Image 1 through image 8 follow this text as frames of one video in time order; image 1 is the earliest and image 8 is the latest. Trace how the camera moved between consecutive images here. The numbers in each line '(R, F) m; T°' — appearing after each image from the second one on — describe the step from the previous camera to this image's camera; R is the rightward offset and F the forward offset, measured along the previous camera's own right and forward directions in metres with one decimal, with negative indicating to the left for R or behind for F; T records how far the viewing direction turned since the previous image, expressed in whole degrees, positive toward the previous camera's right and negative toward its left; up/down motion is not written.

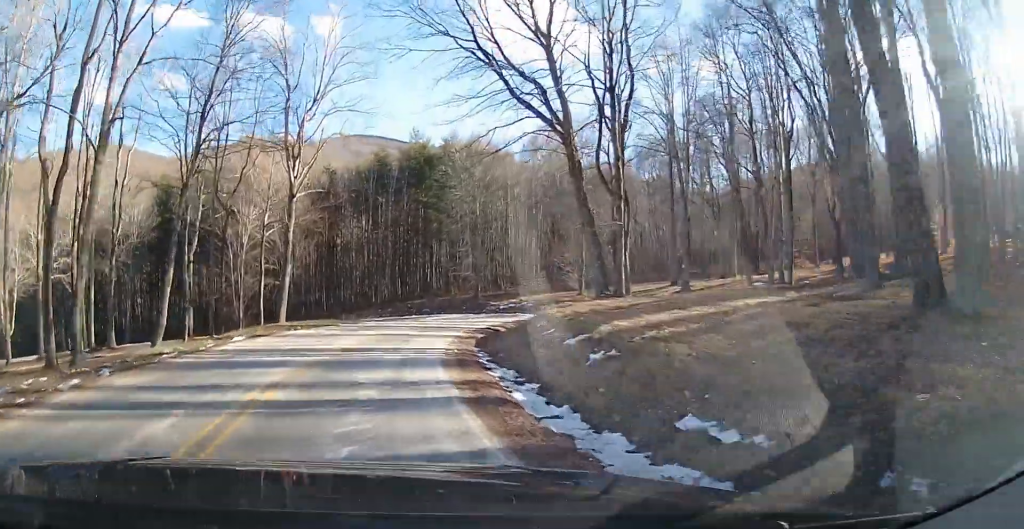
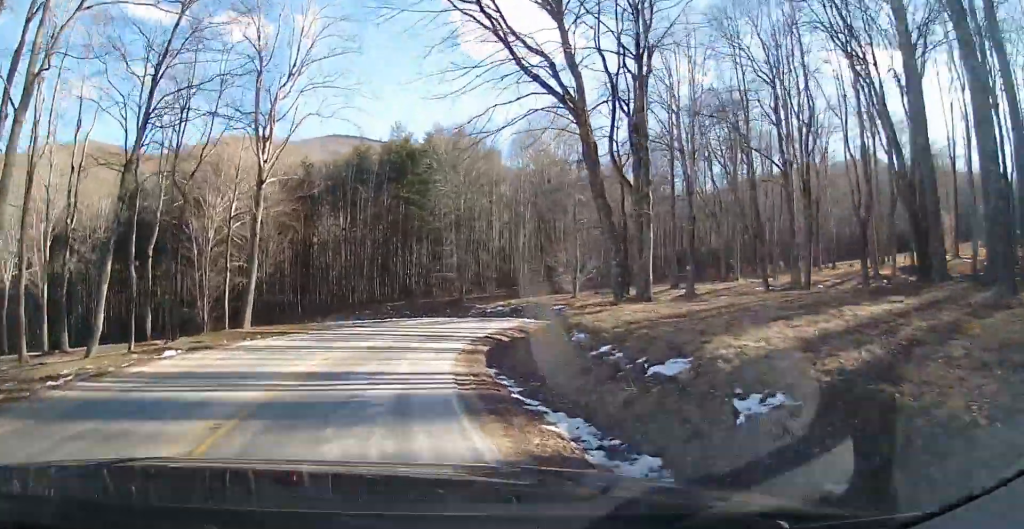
(+0.5, +4.8) m; +3°
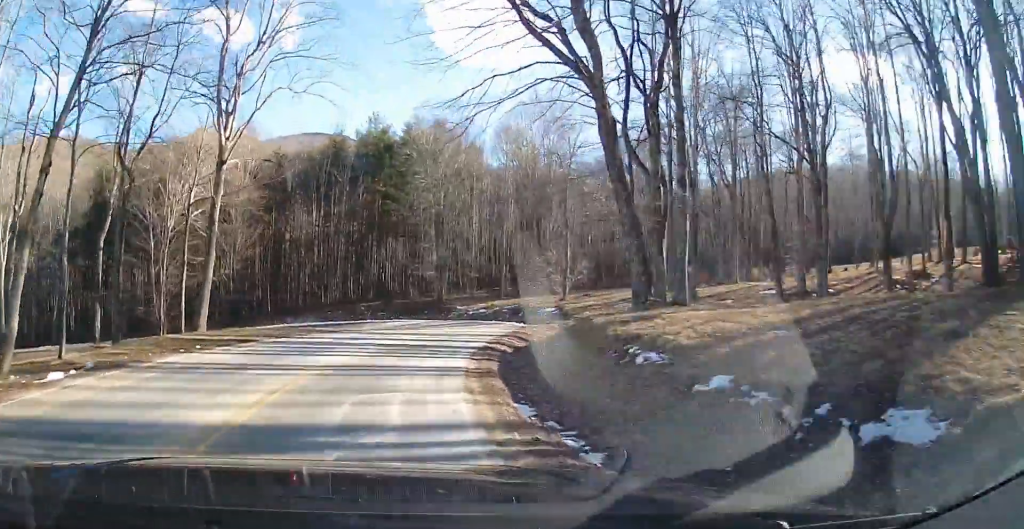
(+0.2, +4.5) m; +3°
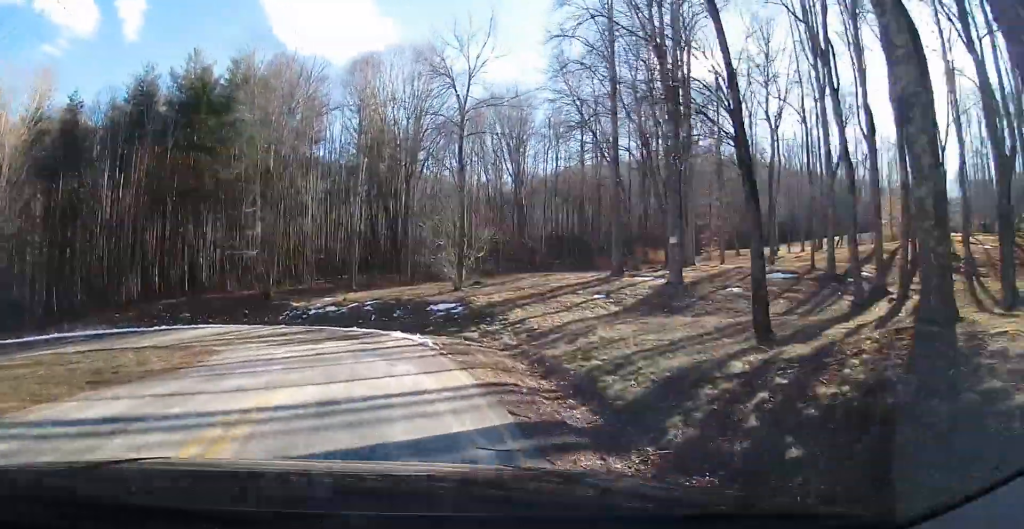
(+1.7, +19.8) m; +13°
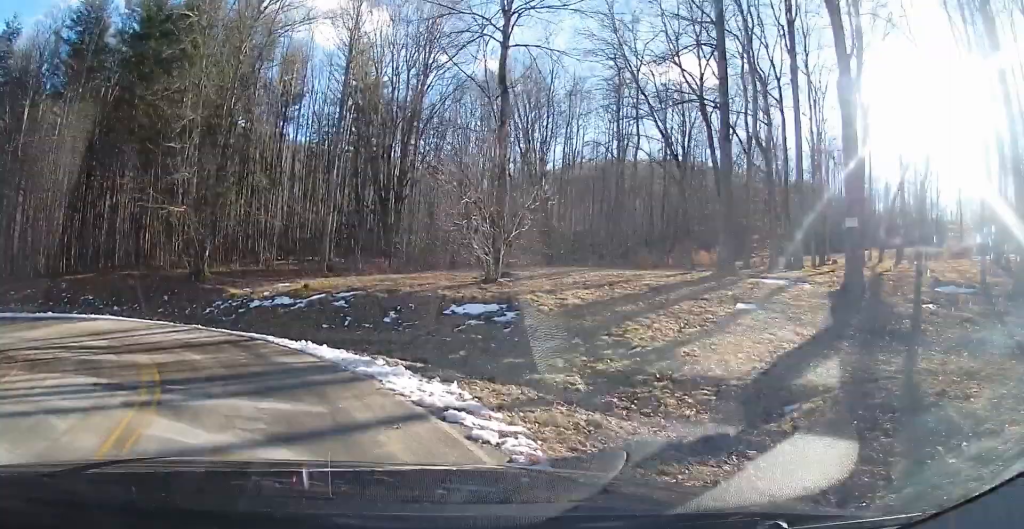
(+1.1, +14.0) m; +7°
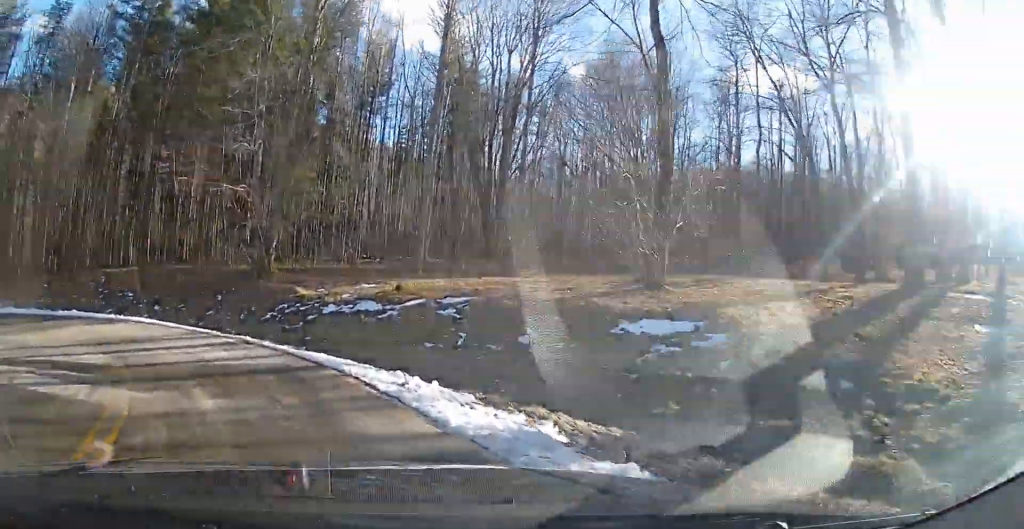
(+0.1, +6.2) m; -3°
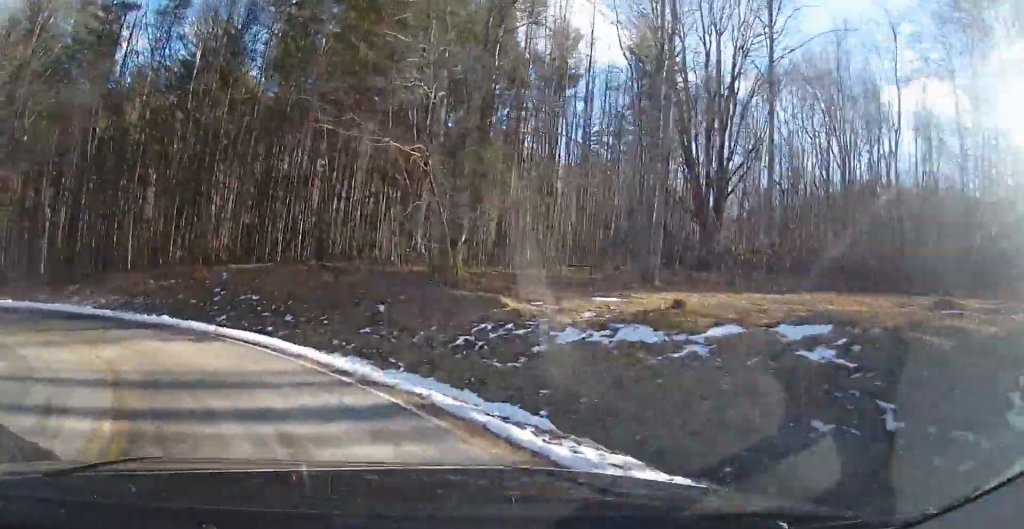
(-0.6, +8.0) m; -13°
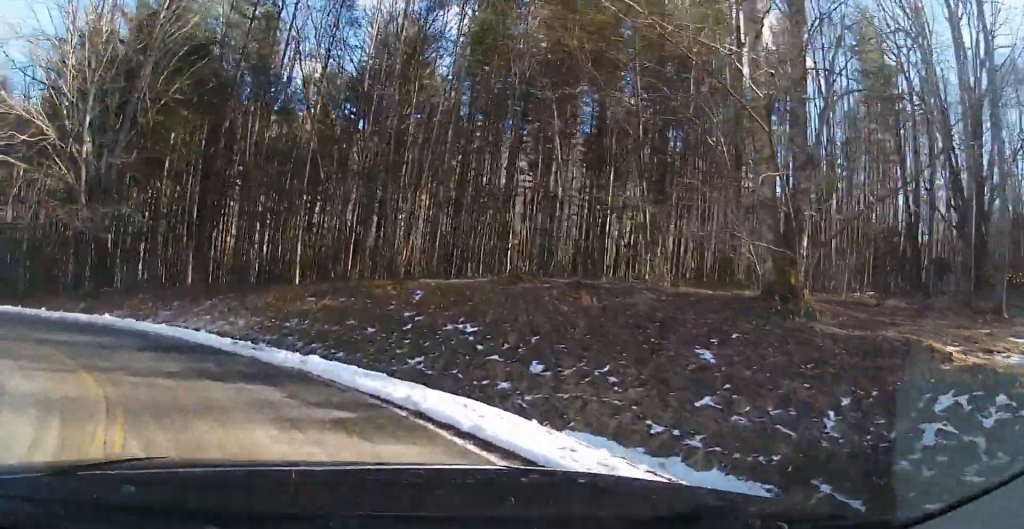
(-1.3, +7.7) m; -17°
